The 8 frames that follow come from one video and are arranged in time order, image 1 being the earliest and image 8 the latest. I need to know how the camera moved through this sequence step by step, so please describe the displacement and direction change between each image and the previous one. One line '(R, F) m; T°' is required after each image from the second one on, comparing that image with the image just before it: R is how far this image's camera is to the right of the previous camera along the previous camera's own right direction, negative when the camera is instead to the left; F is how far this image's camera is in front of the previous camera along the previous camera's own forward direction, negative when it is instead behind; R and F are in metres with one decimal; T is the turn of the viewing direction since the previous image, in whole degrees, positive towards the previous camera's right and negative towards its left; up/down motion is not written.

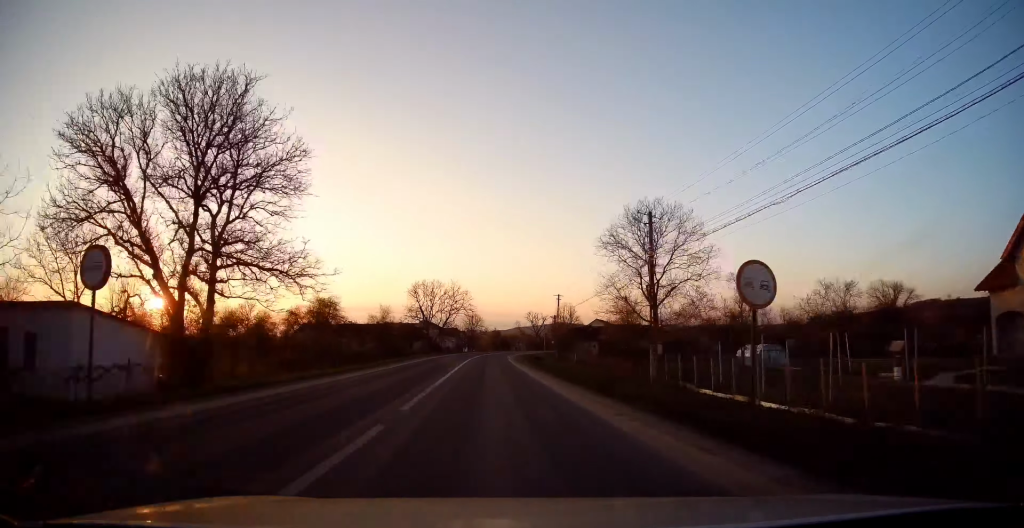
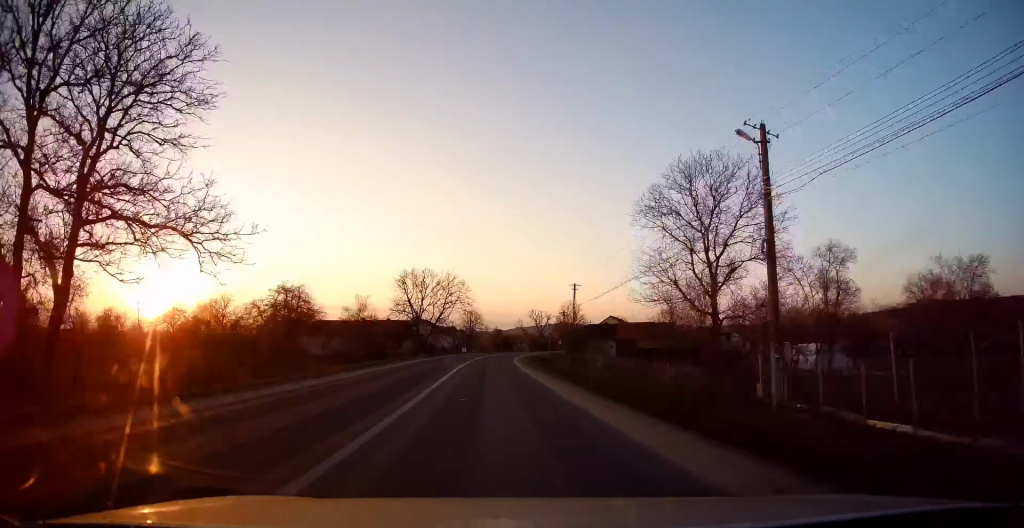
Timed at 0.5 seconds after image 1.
(0.0, +11.9) m; 0°
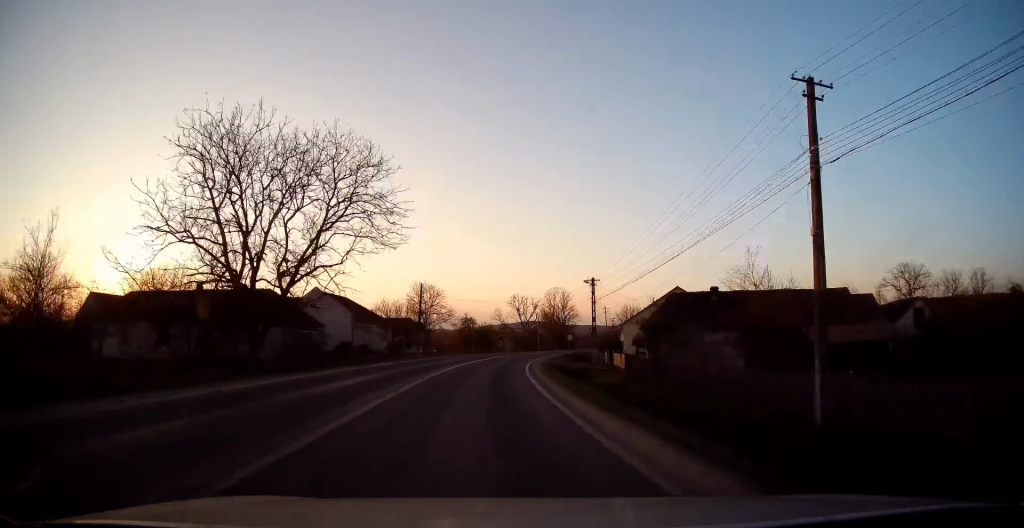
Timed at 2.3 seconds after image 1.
(-0.2, +43.7) m; +2°
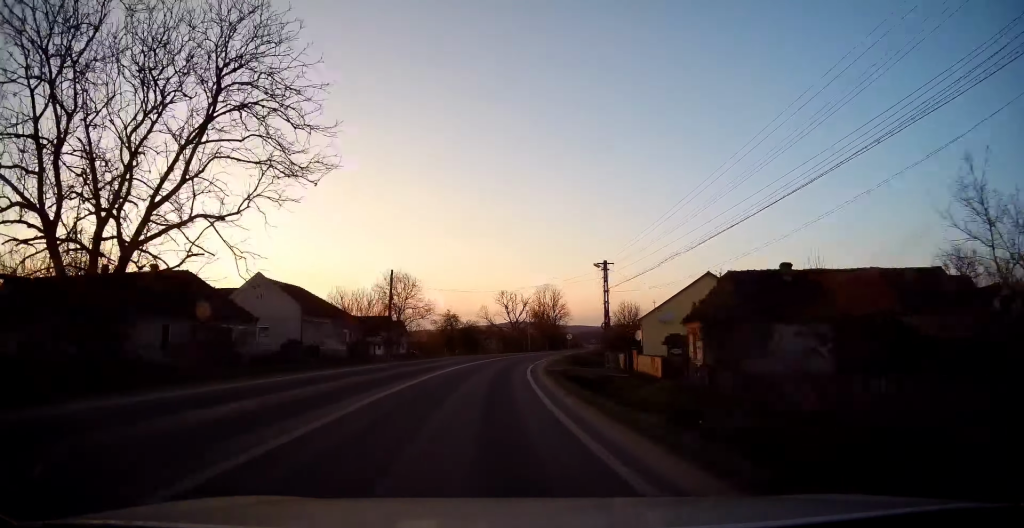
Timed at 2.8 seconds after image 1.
(+0.4, +10.4) m; +1°
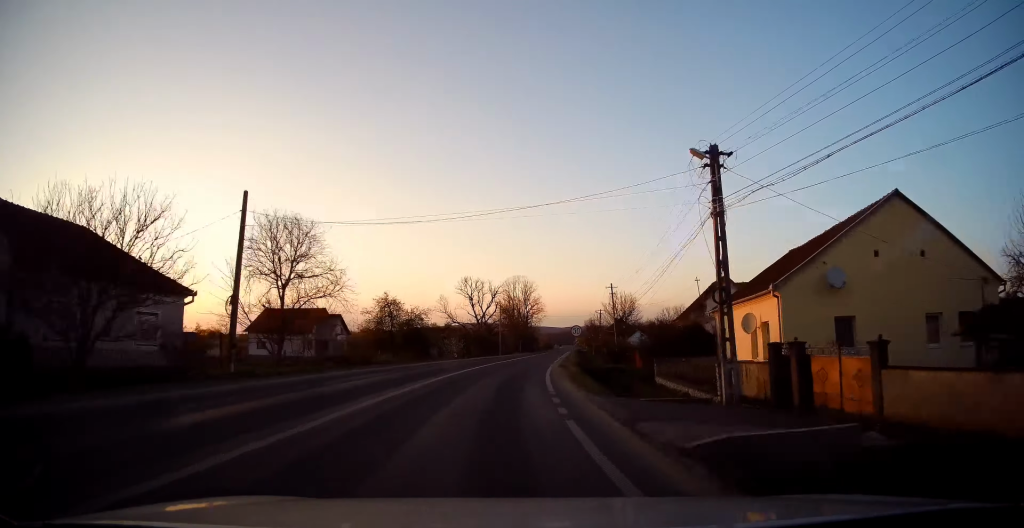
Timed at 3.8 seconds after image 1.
(+0.6, +24.0) m; +3°
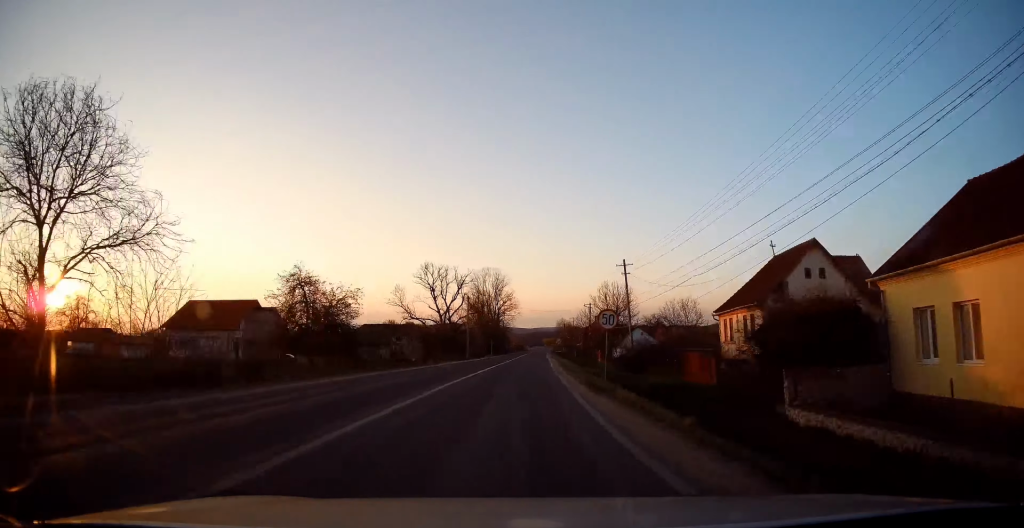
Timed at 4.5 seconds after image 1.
(+0.2, +16.8) m; +2°
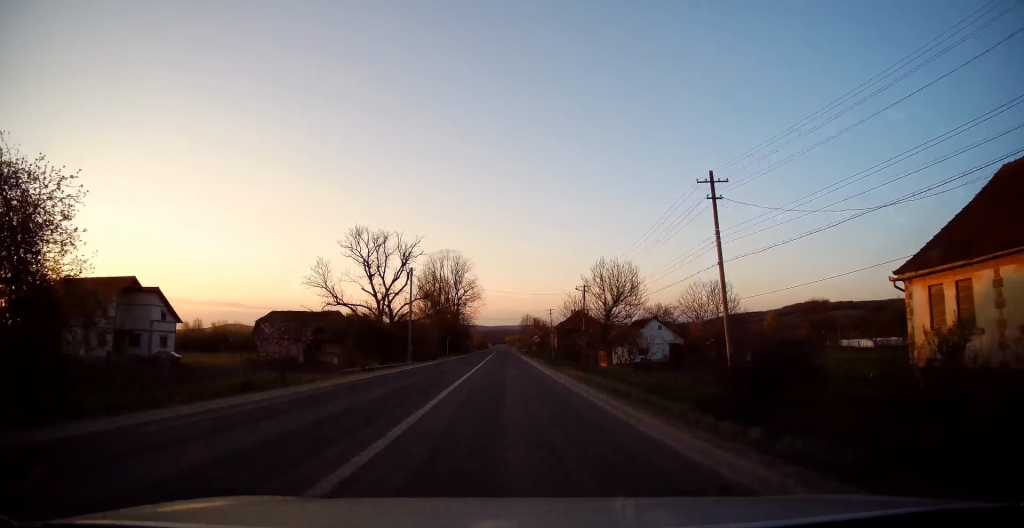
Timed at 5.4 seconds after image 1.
(+0.7, +21.7) m; +4°
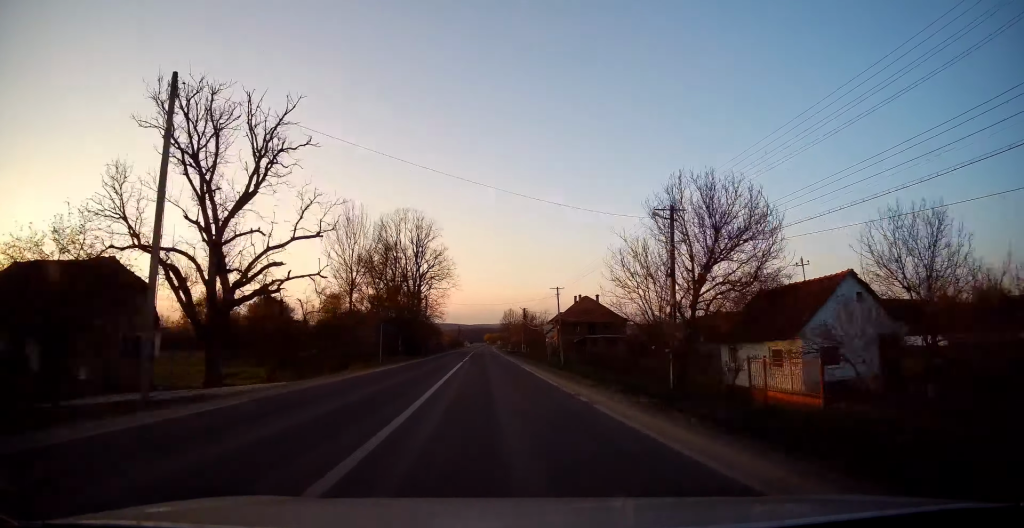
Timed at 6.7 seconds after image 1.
(+1.6, +32.2) m; +4°
